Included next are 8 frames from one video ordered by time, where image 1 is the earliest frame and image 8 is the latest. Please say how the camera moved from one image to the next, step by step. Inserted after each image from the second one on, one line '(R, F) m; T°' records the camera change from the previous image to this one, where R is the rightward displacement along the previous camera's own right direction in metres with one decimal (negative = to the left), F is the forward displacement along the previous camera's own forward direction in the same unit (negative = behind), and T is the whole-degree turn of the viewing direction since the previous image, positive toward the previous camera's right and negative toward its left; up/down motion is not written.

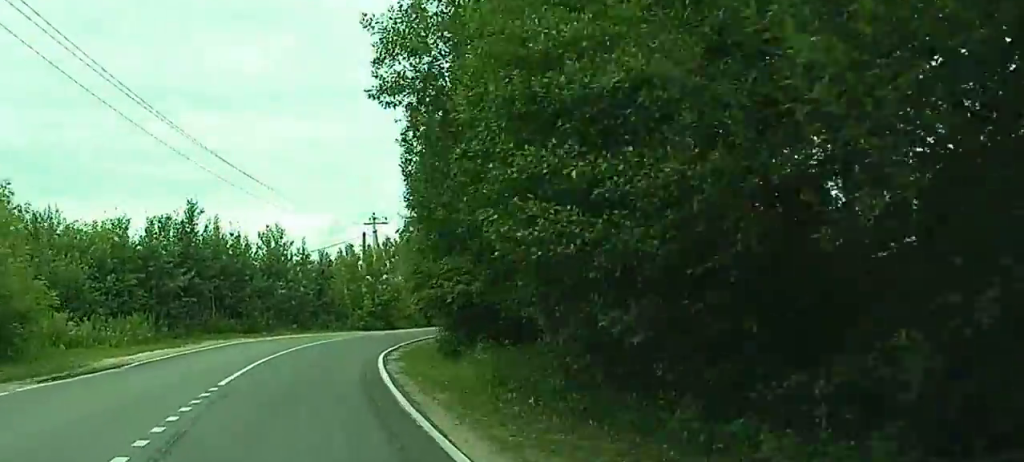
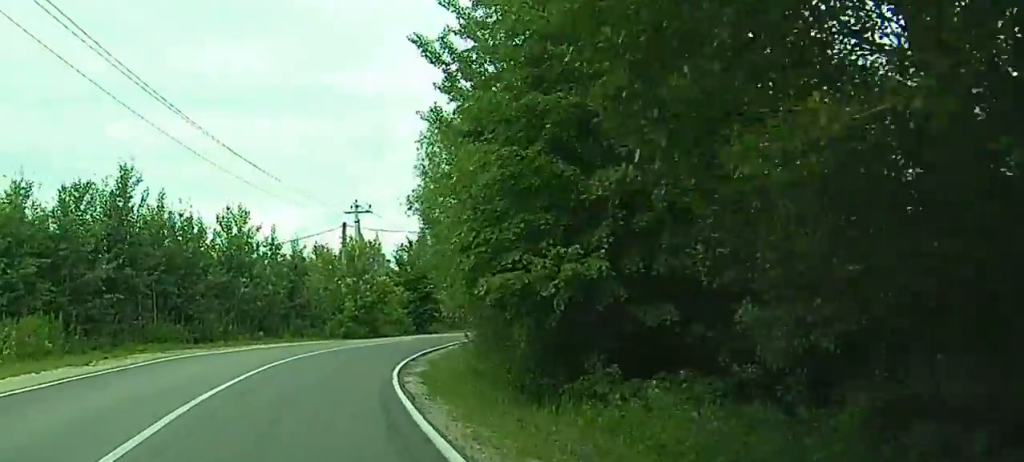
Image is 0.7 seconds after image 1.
(-0.1, +10.3) m; +3°
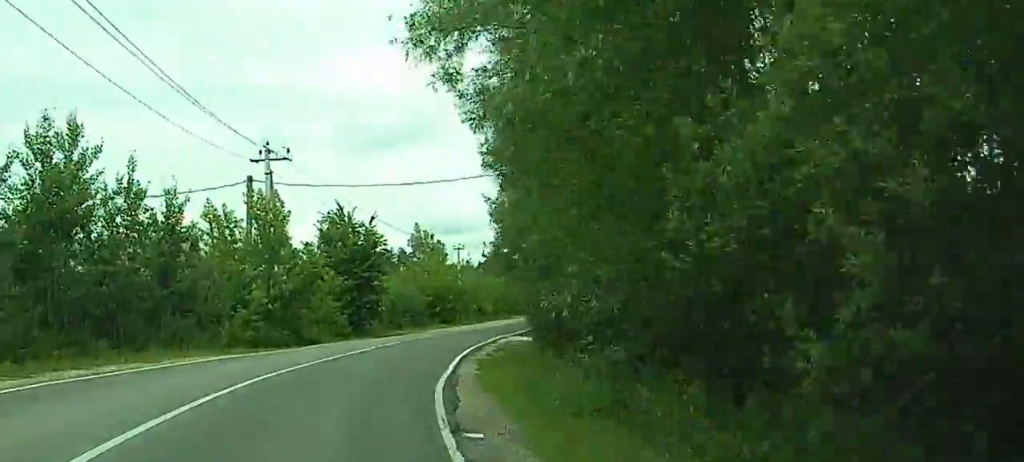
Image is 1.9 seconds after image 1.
(+1.4, +18.6) m; +9°
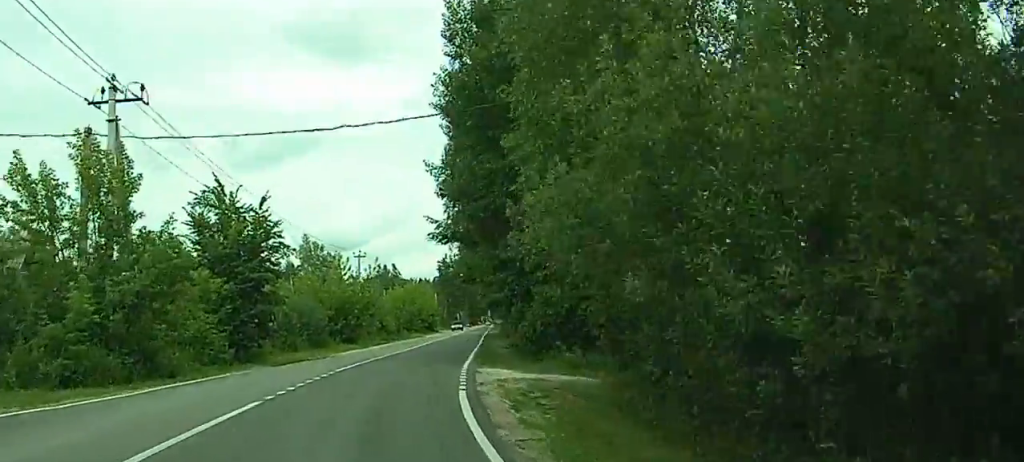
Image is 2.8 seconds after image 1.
(+0.6, +13.4) m; +6°
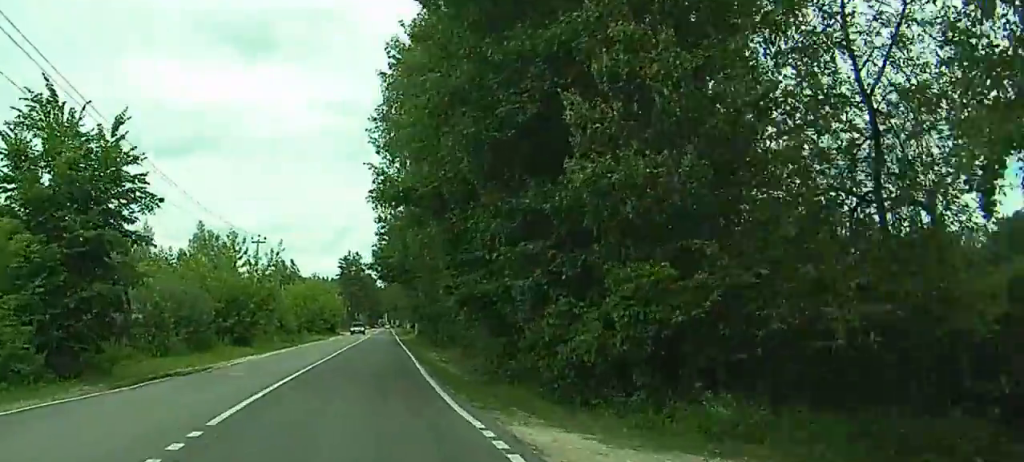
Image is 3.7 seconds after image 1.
(+0.9, +12.7) m; +4°
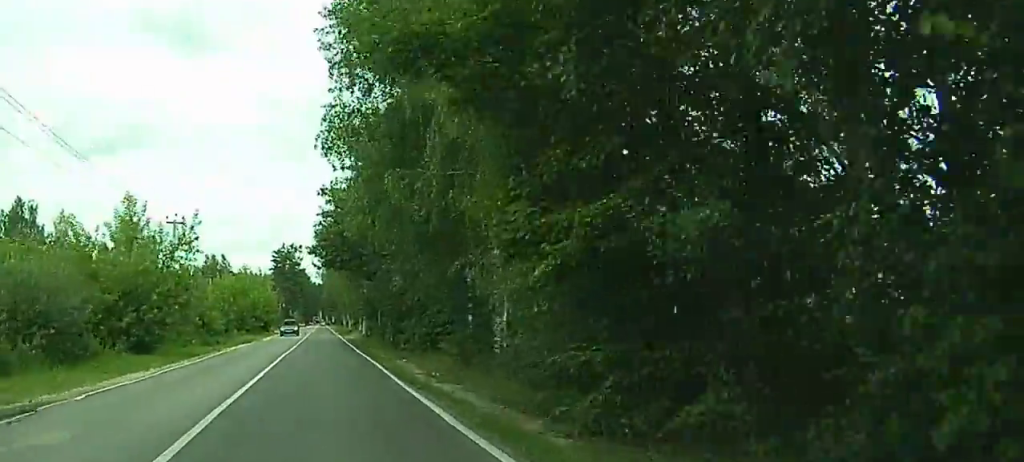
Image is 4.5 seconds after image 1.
(+0.3, +12.6) m; +1°
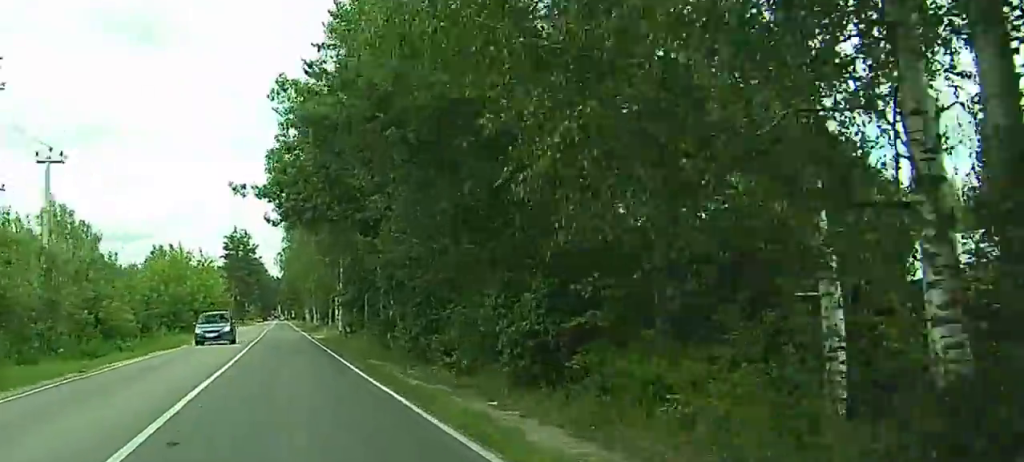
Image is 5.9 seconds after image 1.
(0.0, +20.2) m; +6°
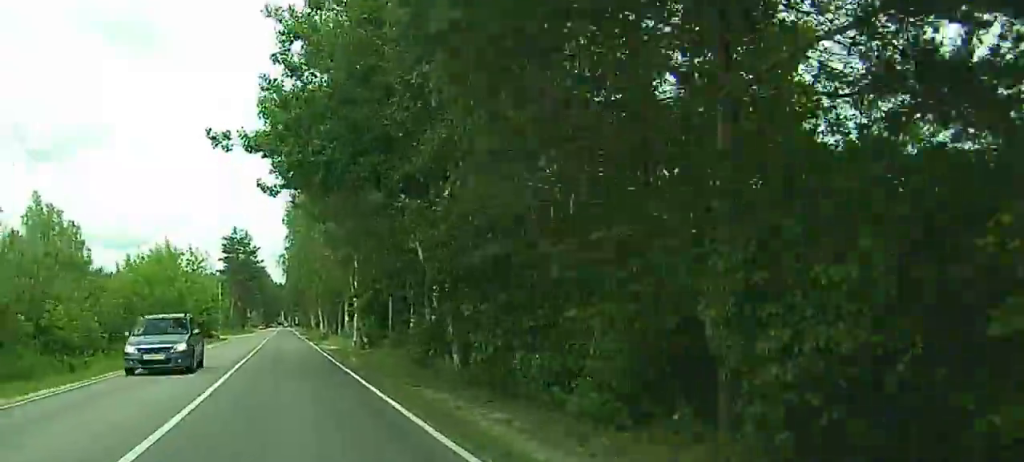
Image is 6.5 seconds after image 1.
(+0.9, +8.4) m; +4°
